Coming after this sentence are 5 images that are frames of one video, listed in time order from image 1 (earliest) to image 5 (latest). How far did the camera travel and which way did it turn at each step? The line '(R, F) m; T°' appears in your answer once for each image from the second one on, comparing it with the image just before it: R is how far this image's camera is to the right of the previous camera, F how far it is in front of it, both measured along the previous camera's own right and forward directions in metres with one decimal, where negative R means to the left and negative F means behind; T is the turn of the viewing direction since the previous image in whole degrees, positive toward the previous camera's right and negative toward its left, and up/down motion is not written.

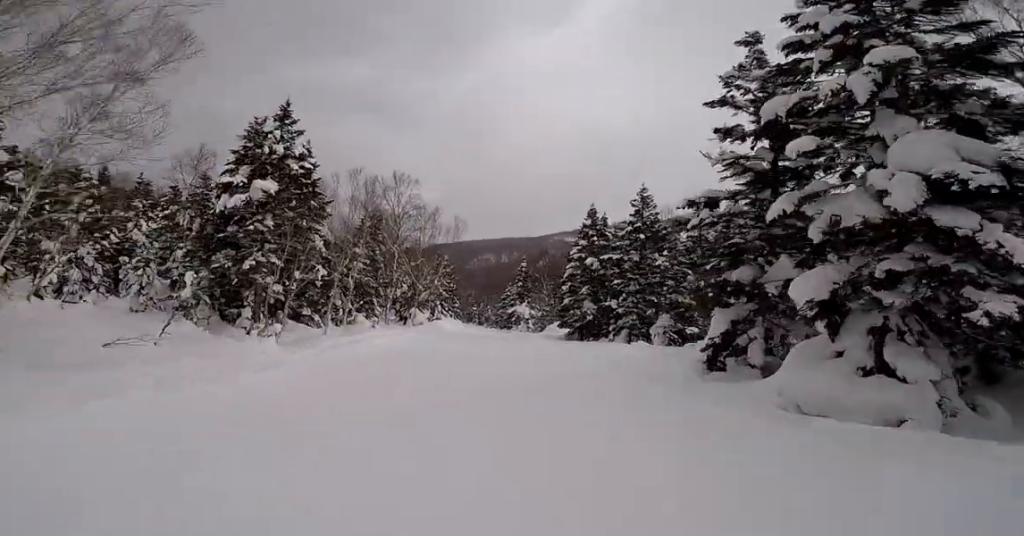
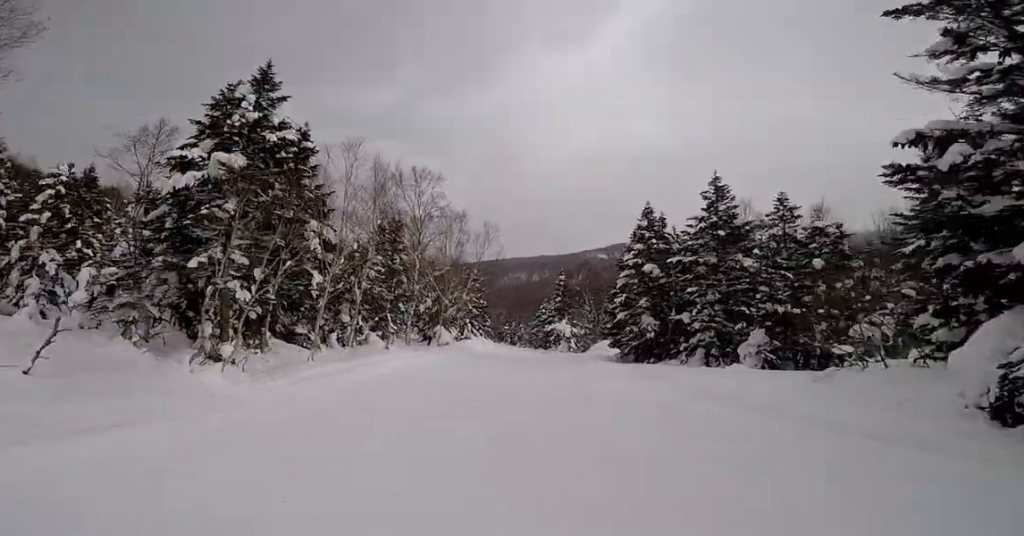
(0.0, +5.5) m; +1°
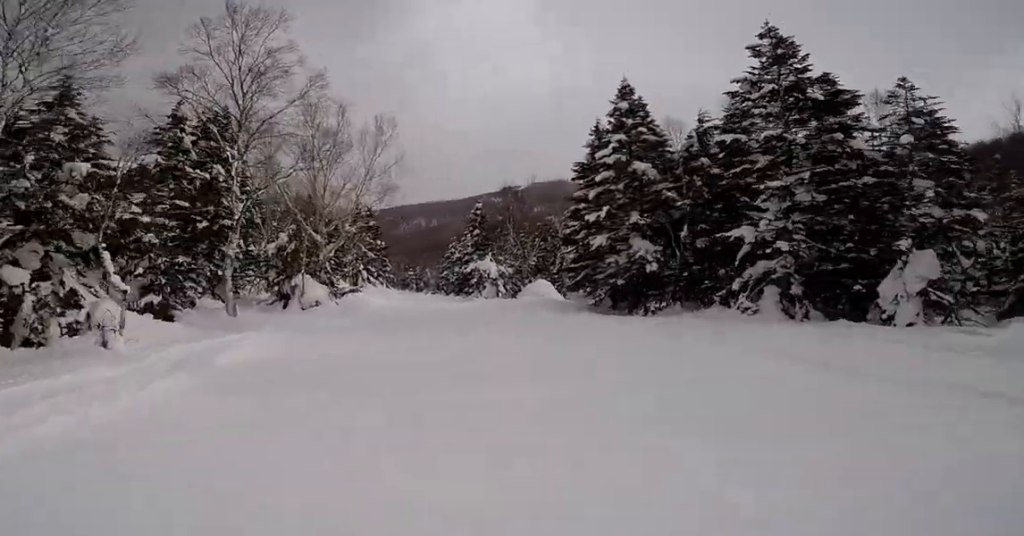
(-0.3, +13.5) m; -7°
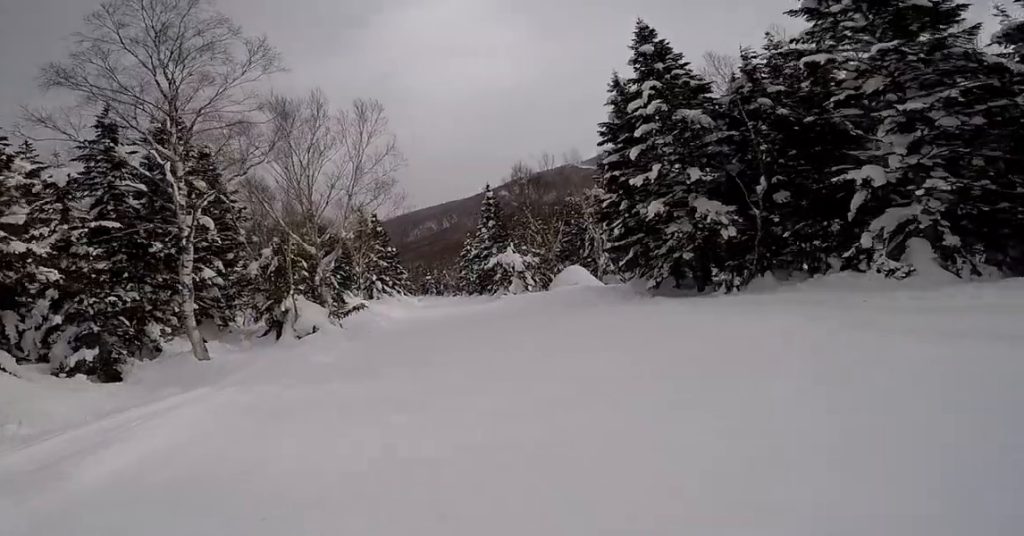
(-0.7, +4.0) m; 0°
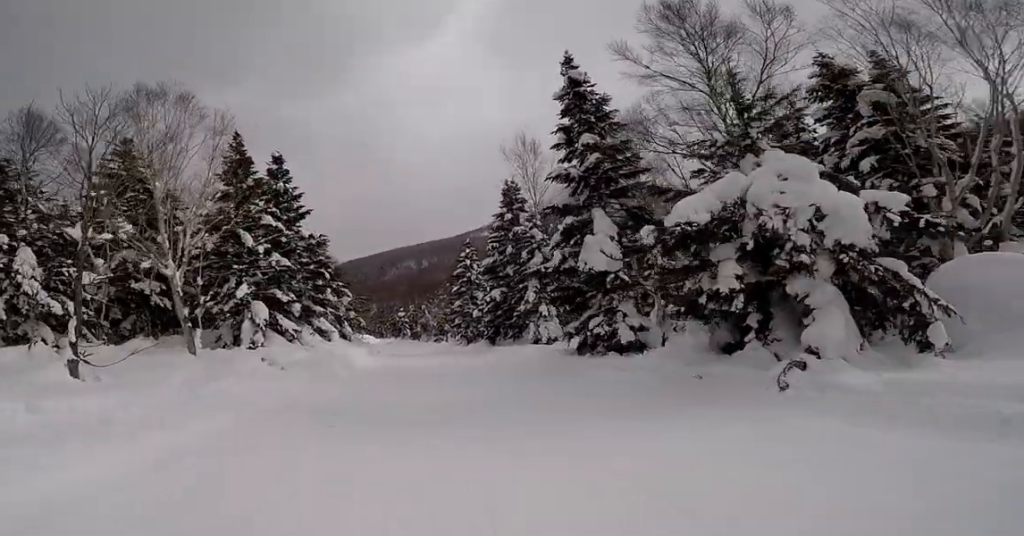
(+4.7, +28.7) m; +10°
